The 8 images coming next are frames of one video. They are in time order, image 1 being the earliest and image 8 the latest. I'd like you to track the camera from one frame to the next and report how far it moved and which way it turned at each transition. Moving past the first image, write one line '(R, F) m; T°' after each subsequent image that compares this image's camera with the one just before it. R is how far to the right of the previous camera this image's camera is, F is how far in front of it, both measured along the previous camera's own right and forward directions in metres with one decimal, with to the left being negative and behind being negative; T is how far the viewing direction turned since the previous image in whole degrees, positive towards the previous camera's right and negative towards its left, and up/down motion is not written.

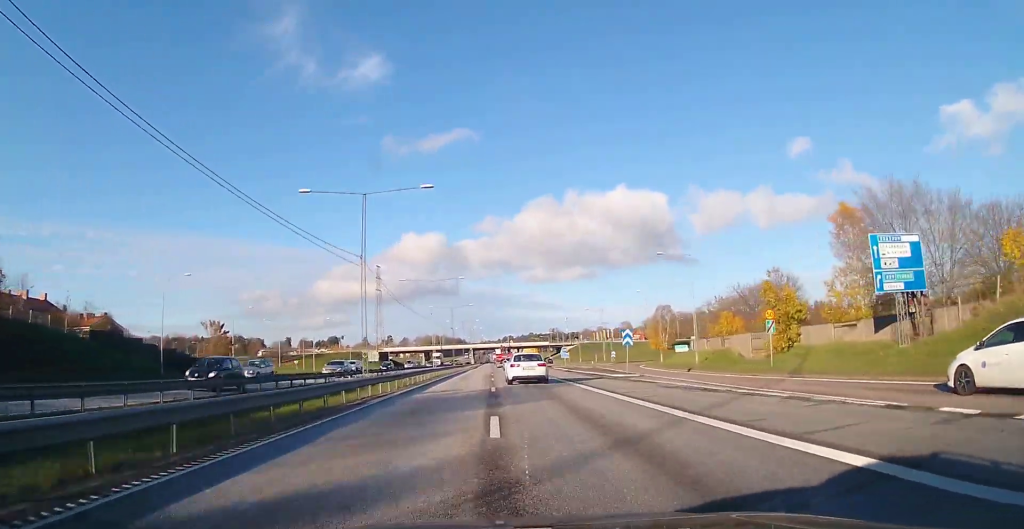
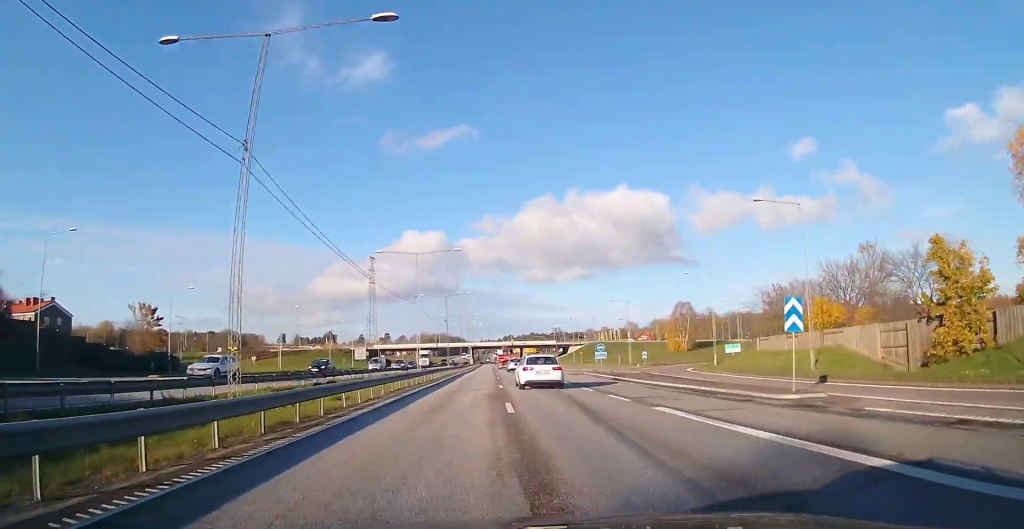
(-0.4, +19.7) m; 0°
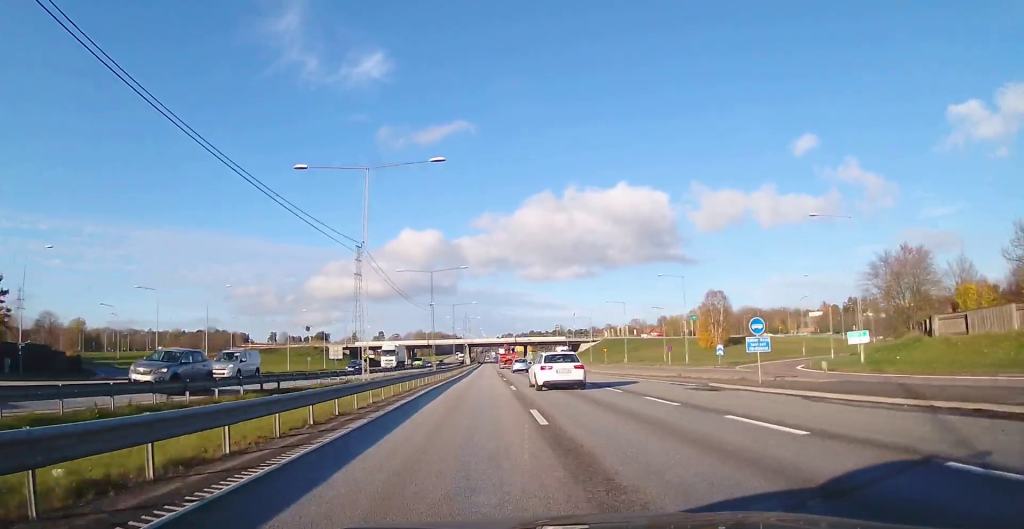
(+0.6, +27.3) m; +2°
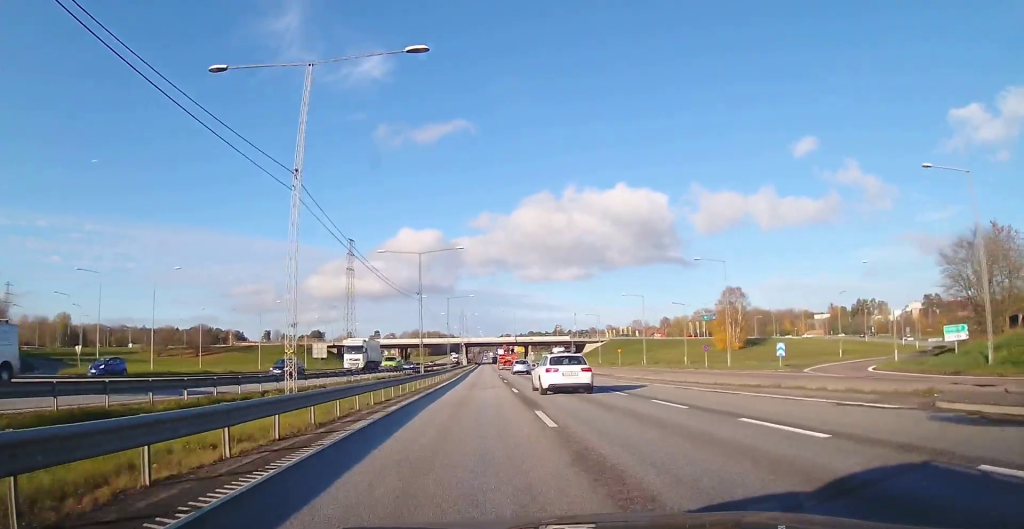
(-0.1, +12.5) m; +1°
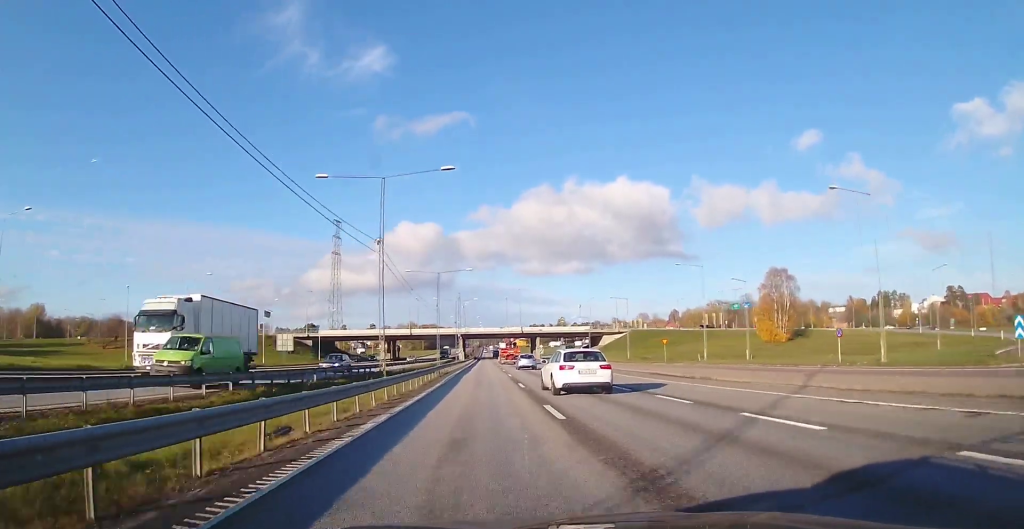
(+0.6, +23.5) m; +1°
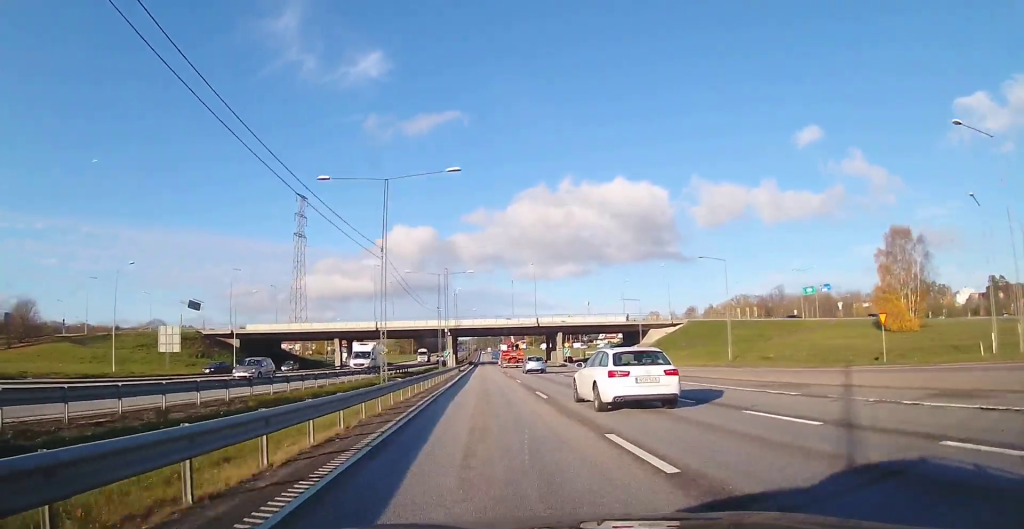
(-0.5, +41.0) m; -1°
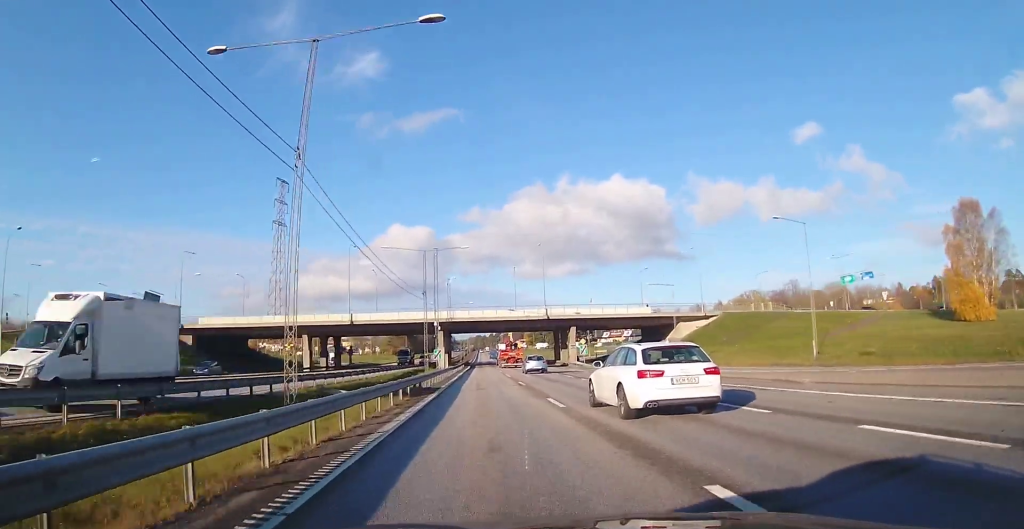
(0.0, +16.1) m; 0°
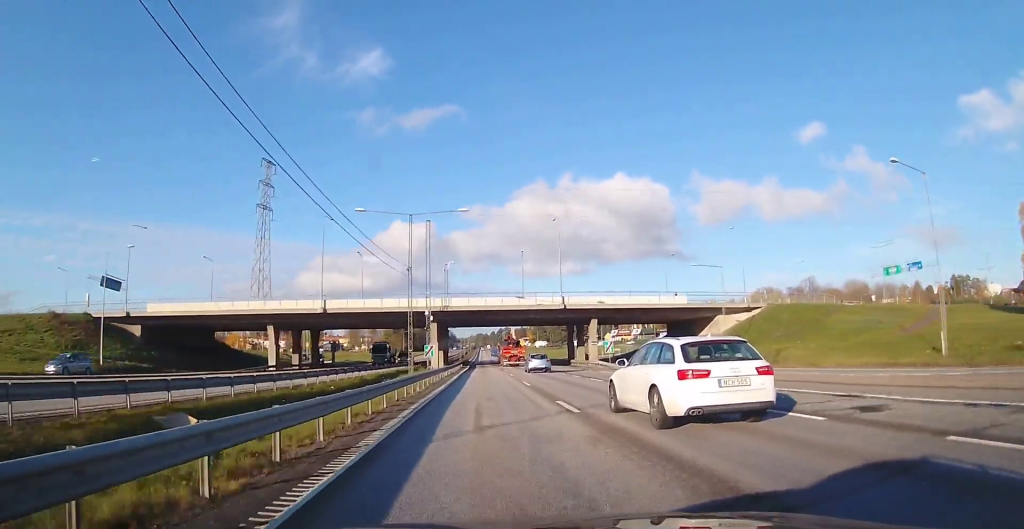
(0.0, +13.9) m; 0°
